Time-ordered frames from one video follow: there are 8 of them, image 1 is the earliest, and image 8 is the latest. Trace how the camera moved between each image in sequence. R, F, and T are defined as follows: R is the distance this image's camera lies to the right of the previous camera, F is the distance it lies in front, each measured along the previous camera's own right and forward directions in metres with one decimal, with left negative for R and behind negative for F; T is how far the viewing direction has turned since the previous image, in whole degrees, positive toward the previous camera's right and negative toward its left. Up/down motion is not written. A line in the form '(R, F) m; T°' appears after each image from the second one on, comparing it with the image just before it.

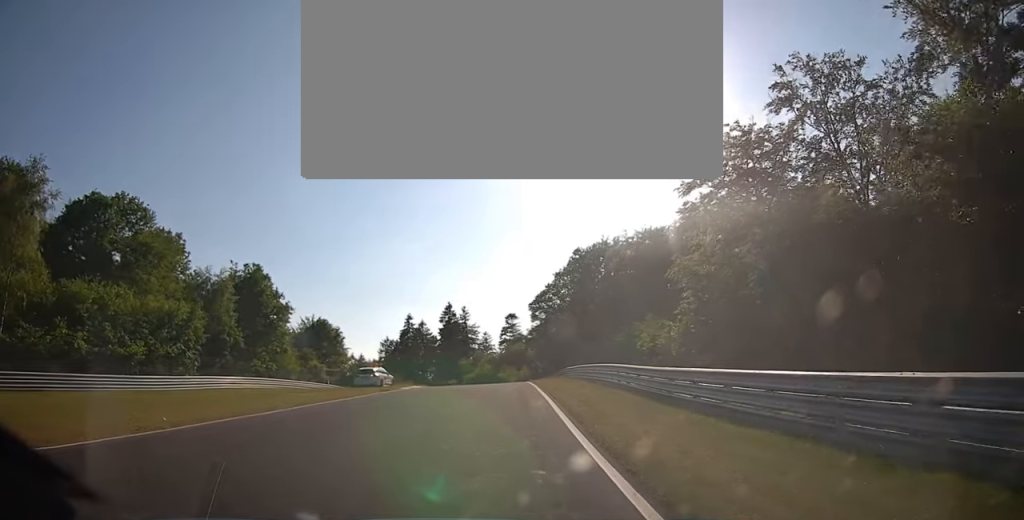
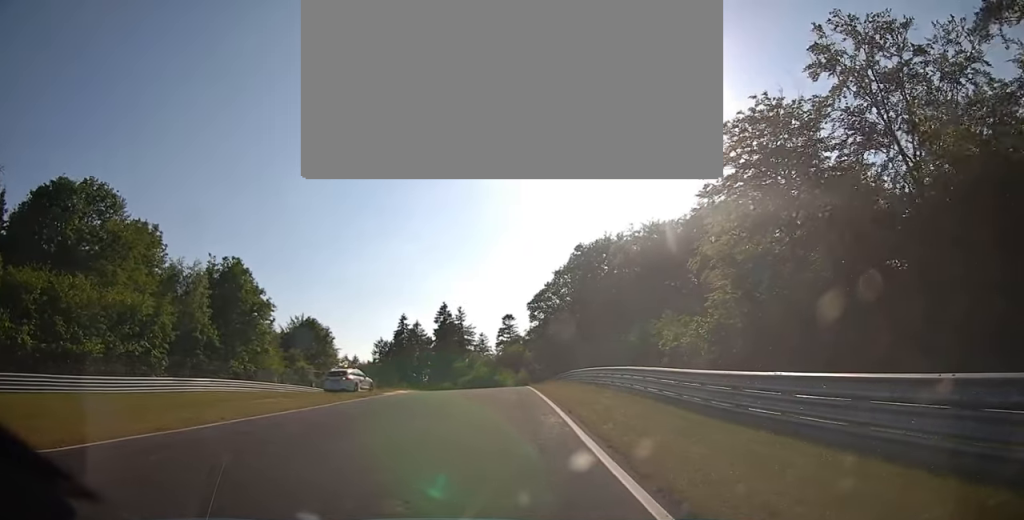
(+0.1, +4.6) m; -1°
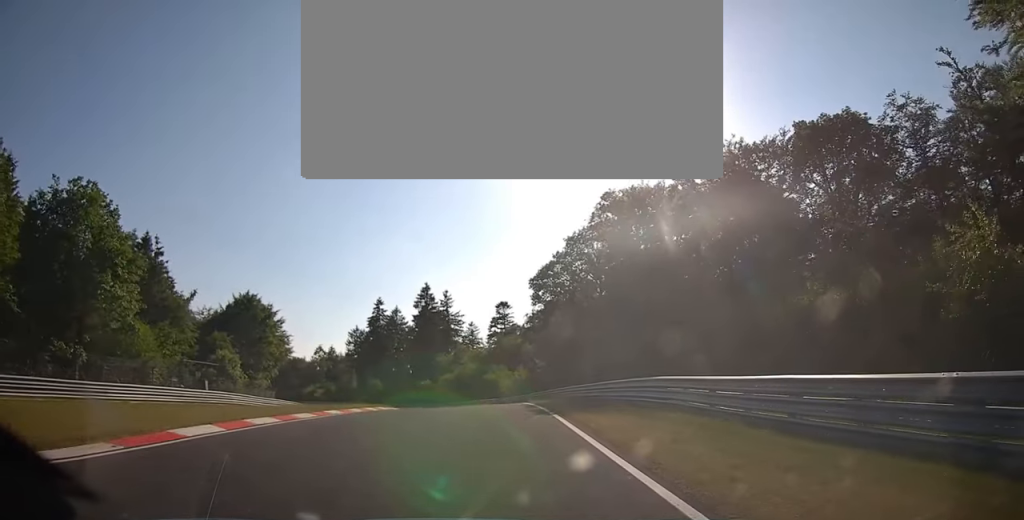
(-0.6, +24.2) m; -1°
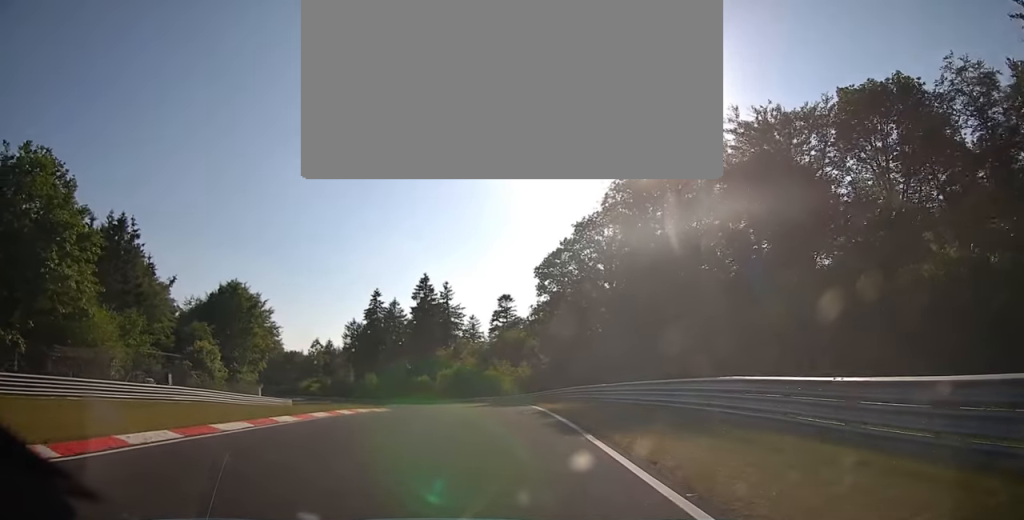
(0.0, +5.4) m; -1°
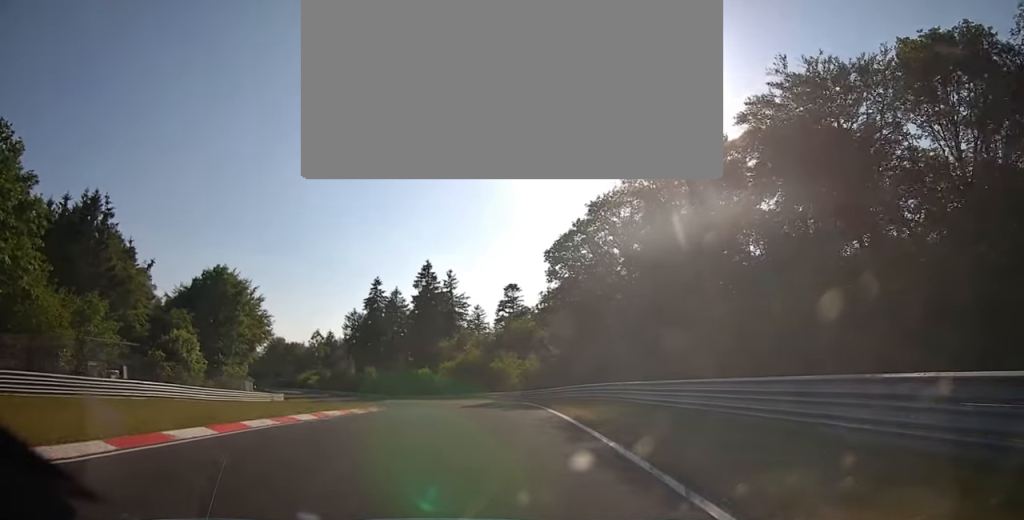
(+0.1, +5.6) m; -2°
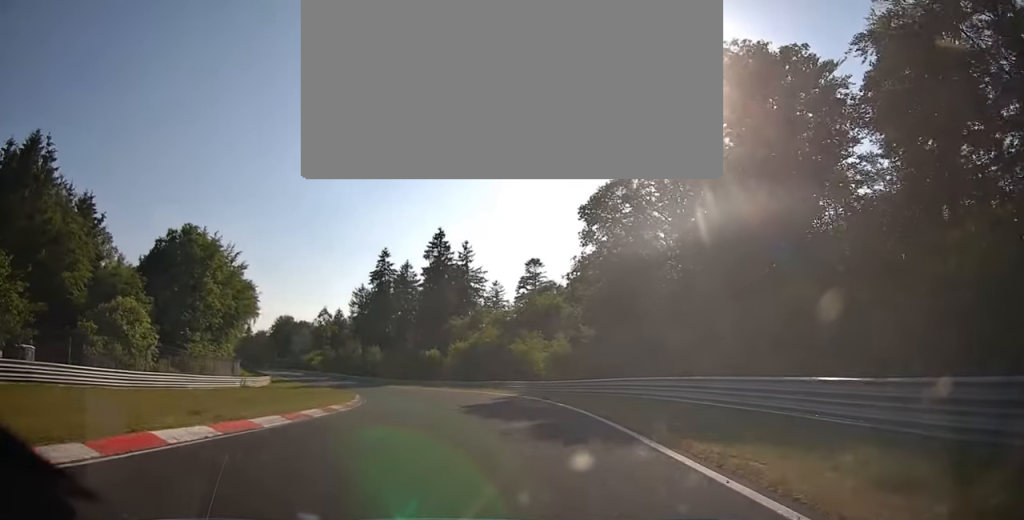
(-0.6, +11.9) m; -4°
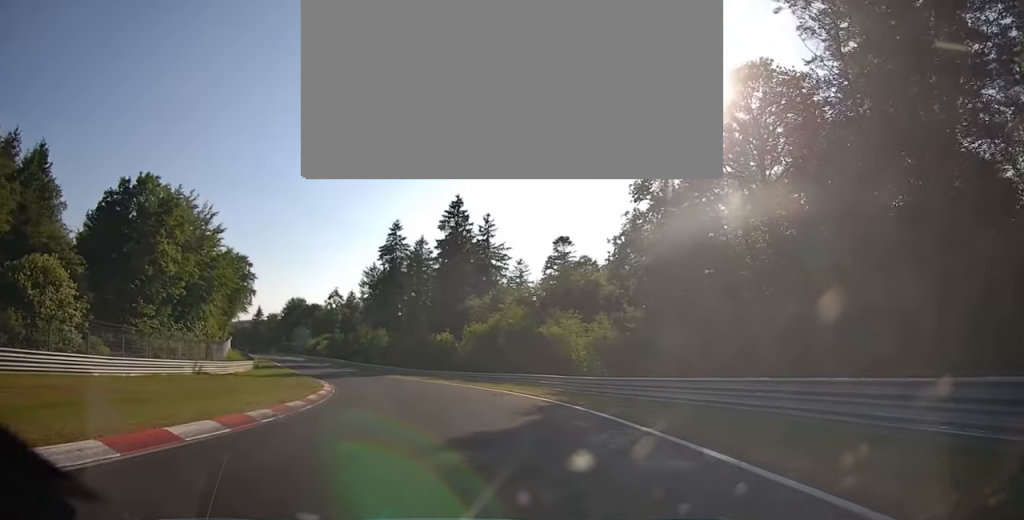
(-0.3, +12.2) m; -4°
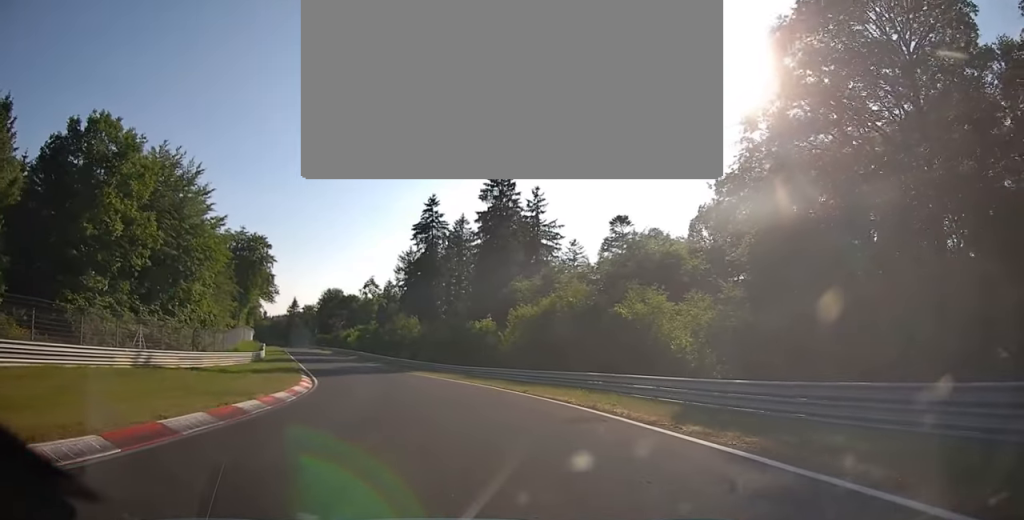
(-0.5, +12.6) m; -5°
